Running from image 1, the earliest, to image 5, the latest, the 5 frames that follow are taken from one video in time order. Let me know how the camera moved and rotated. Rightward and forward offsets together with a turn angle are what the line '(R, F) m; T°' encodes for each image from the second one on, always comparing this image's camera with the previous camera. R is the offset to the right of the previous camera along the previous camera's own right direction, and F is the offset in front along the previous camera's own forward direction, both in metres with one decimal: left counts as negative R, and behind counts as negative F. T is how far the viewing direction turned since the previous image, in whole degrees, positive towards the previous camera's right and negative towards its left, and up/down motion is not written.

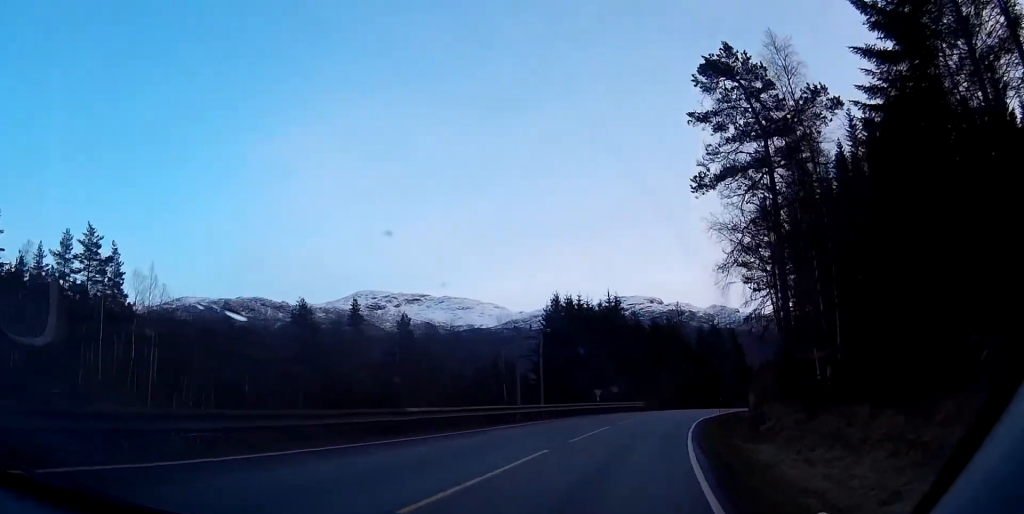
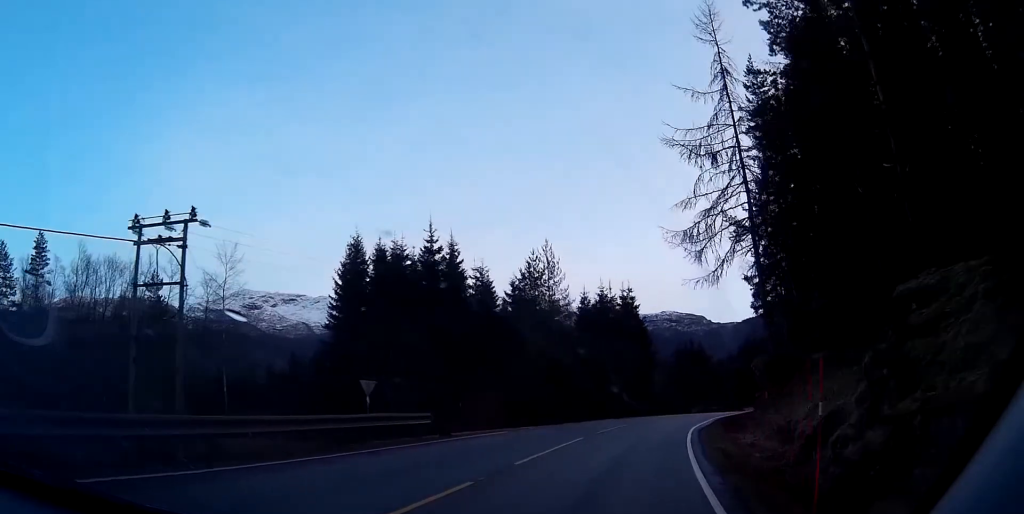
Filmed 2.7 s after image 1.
(+3.3, +39.8) m; +9°
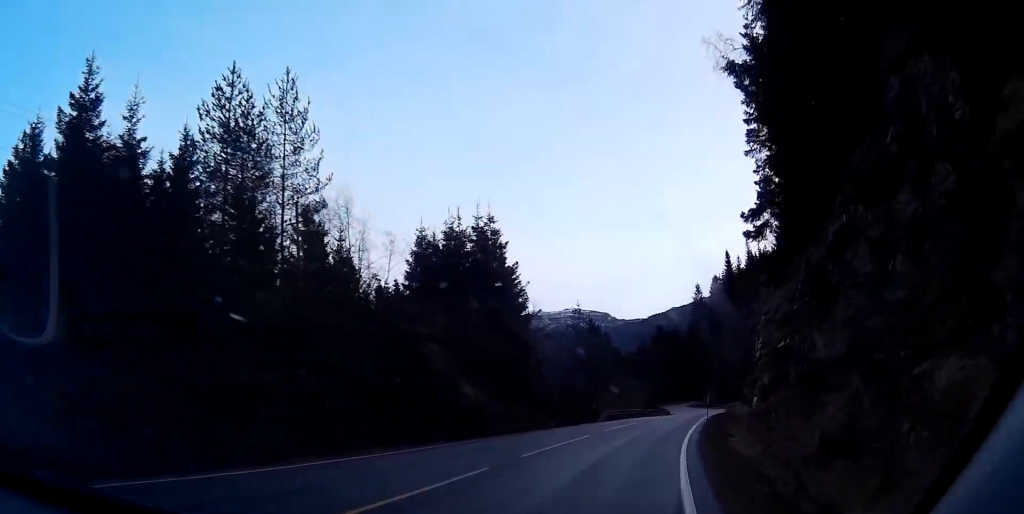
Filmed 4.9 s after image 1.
(+2.2, +34.0) m; +6°
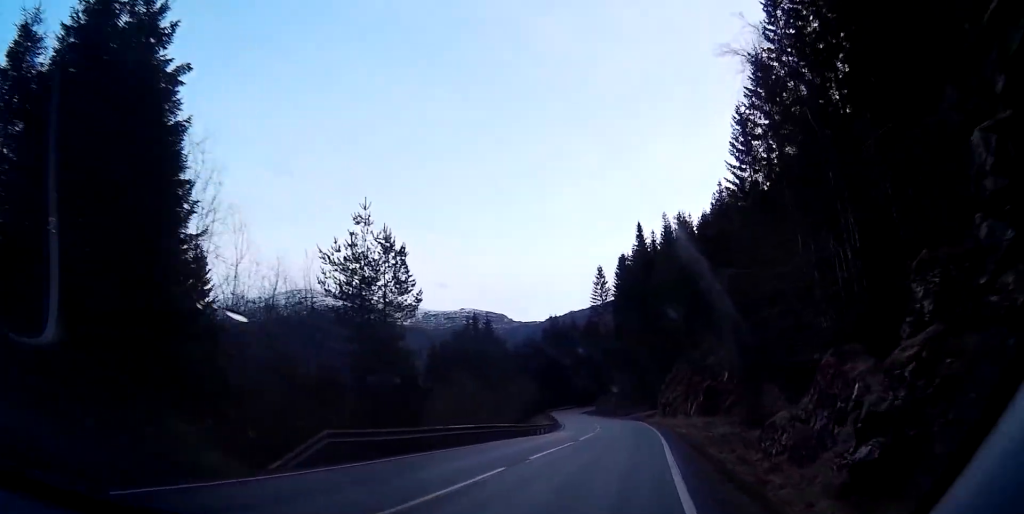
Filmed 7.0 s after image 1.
(+1.6, +33.8) m; +5°
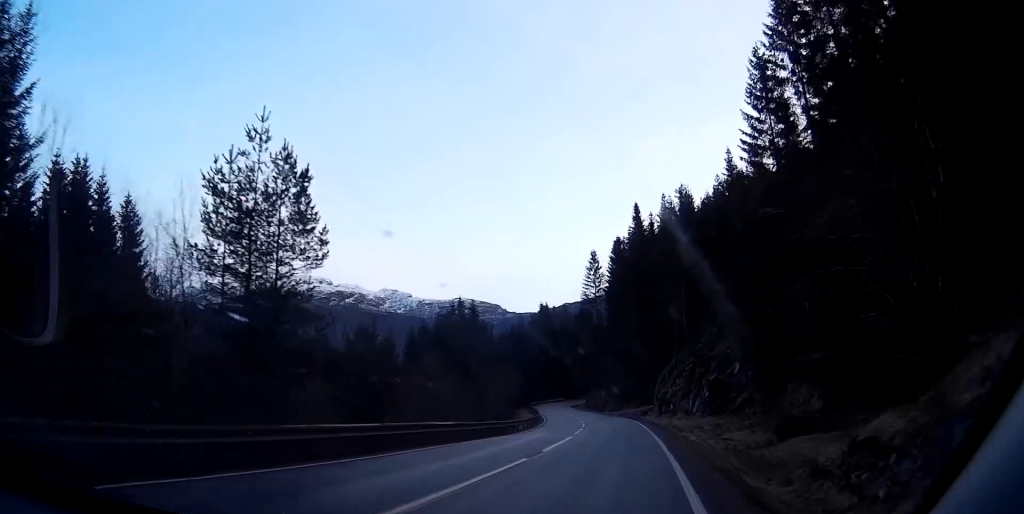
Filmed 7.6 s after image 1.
(-0.1, +9.7) m; +1°
